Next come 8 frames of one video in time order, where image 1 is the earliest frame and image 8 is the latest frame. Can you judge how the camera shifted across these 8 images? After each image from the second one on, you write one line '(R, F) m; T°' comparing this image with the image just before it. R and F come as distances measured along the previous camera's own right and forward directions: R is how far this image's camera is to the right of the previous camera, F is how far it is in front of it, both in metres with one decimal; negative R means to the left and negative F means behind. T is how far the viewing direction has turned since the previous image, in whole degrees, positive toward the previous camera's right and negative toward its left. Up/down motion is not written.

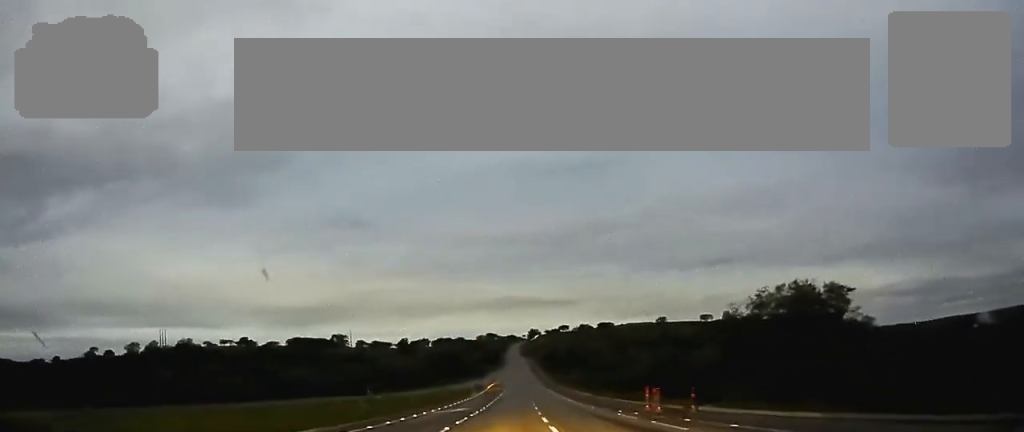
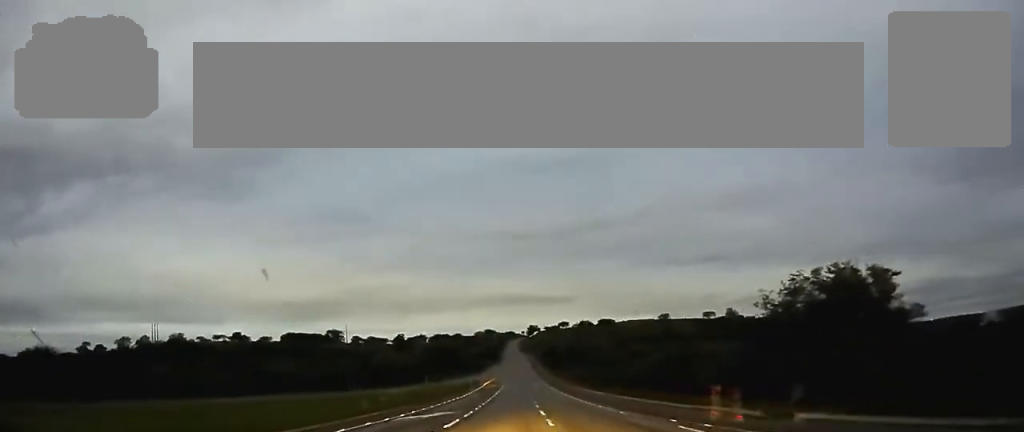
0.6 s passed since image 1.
(0.0, +12.4) m; 0°
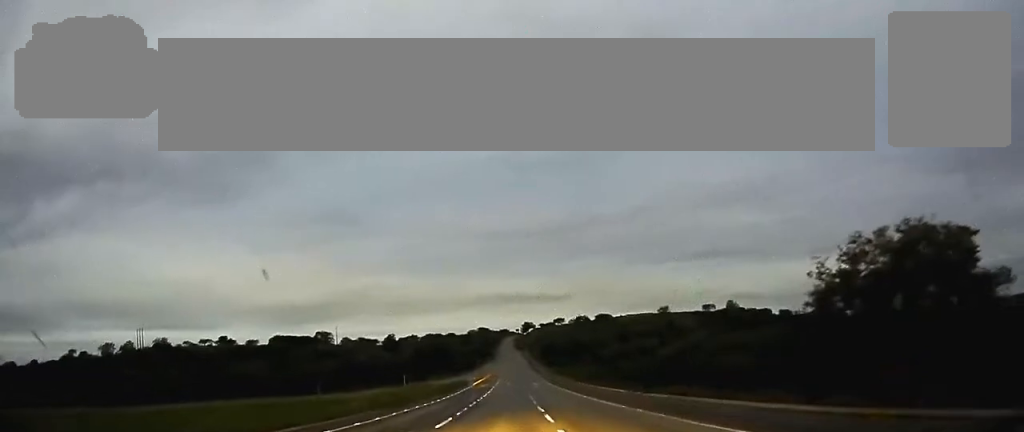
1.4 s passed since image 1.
(0.0, +17.9) m; 0°
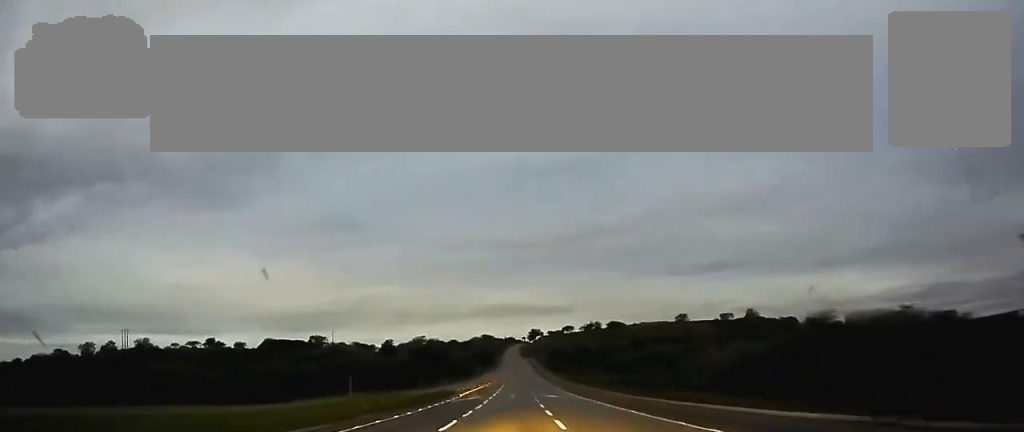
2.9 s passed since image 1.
(+0.2, +34.1) m; 0°
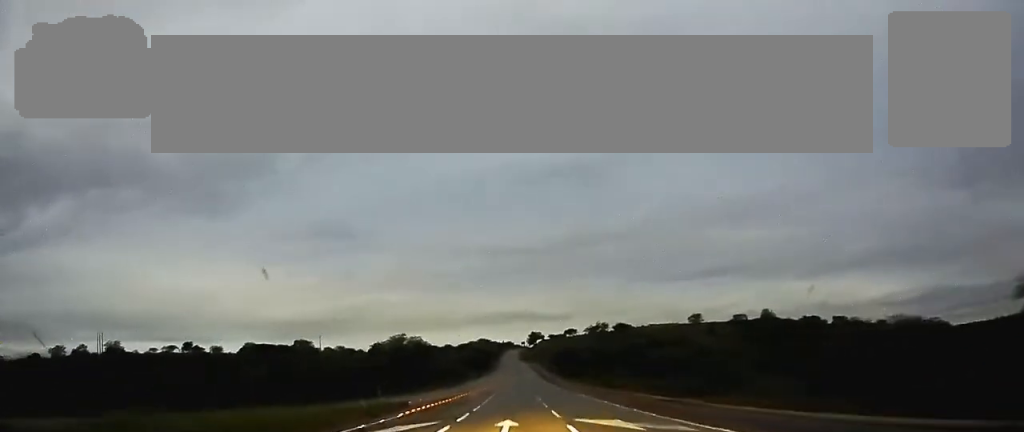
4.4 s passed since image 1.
(-0.1, +36.7) m; 0°
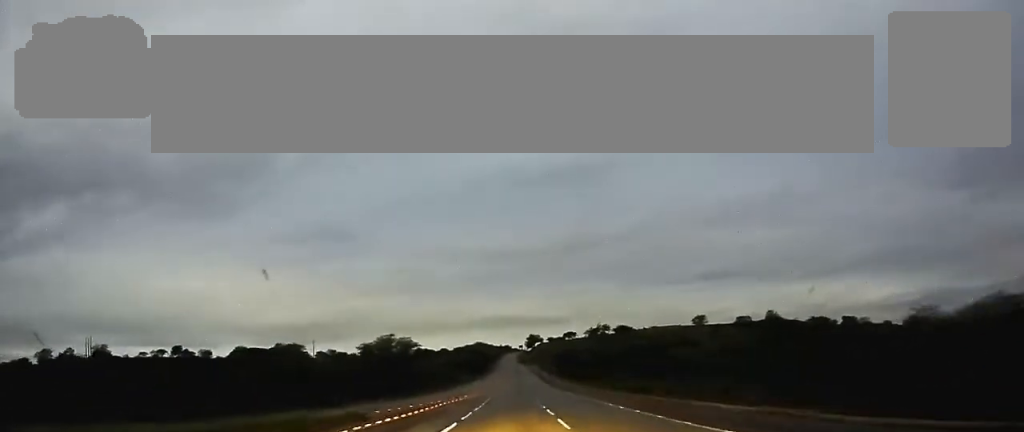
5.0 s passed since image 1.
(0.0, +13.7) m; 0°
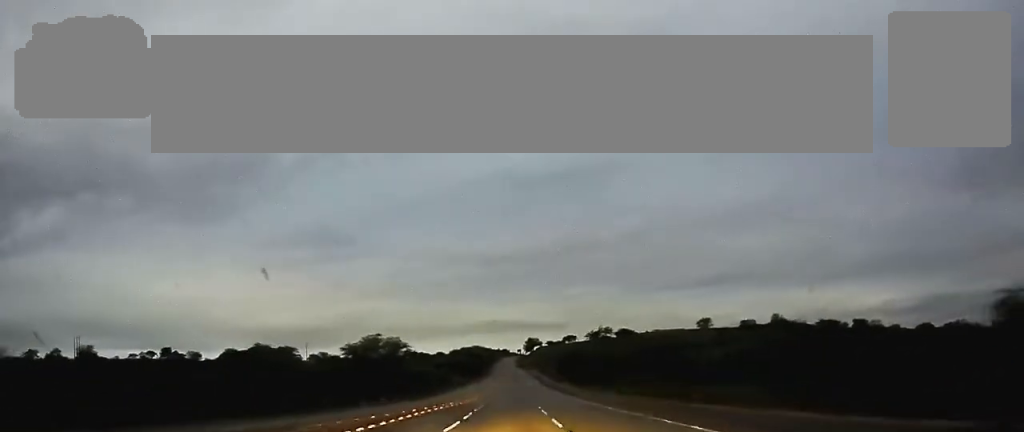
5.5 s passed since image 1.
(0.0, +13.8) m; 0°
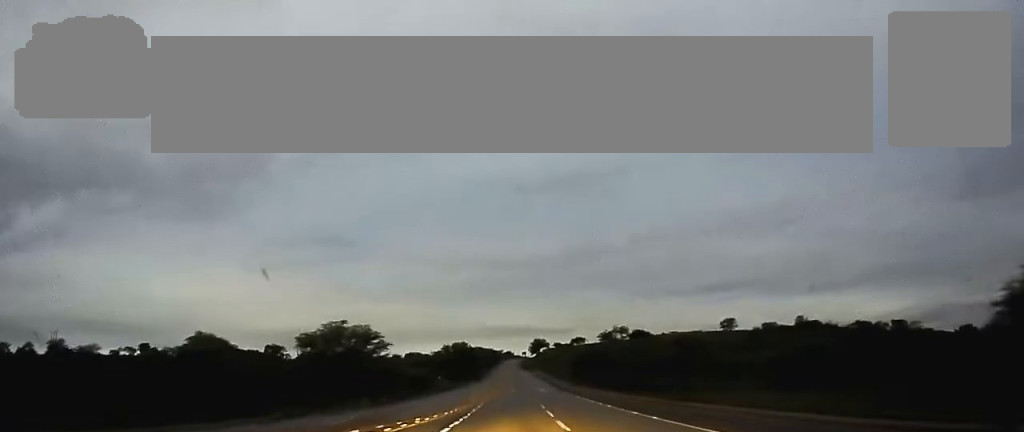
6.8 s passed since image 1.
(0.0, +34.7) m; 0°
